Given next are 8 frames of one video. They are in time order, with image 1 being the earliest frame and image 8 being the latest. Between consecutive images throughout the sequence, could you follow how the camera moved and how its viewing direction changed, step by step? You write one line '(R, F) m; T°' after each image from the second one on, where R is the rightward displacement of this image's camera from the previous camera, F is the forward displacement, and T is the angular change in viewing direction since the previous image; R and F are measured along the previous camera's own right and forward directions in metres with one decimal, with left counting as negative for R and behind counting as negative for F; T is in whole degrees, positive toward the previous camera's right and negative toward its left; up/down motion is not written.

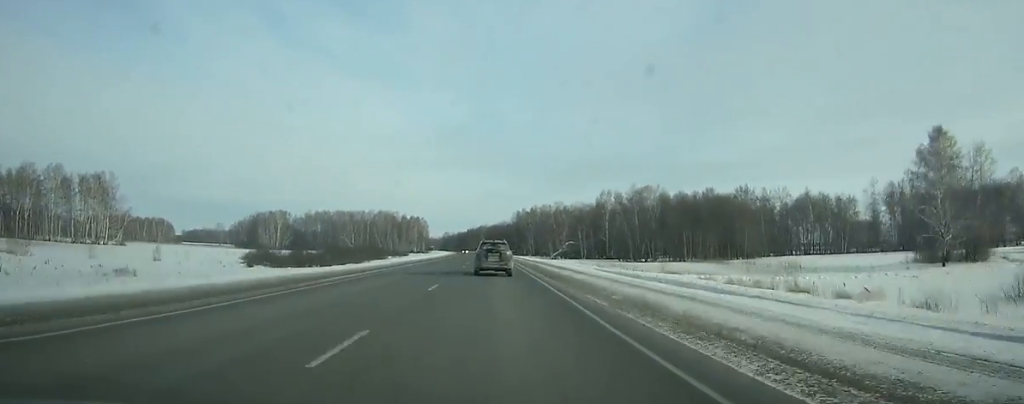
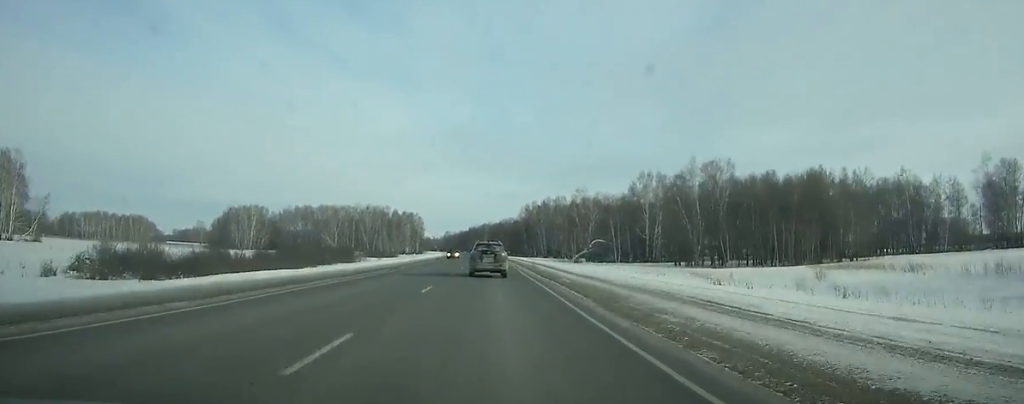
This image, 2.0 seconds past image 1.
(-0.4, +49.5) m; -1°
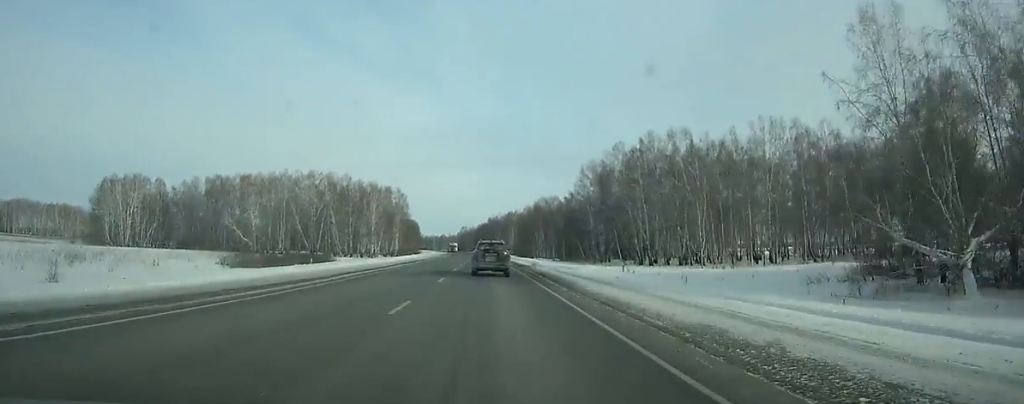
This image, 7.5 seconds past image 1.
(-2.6, +137.9) m; -1°
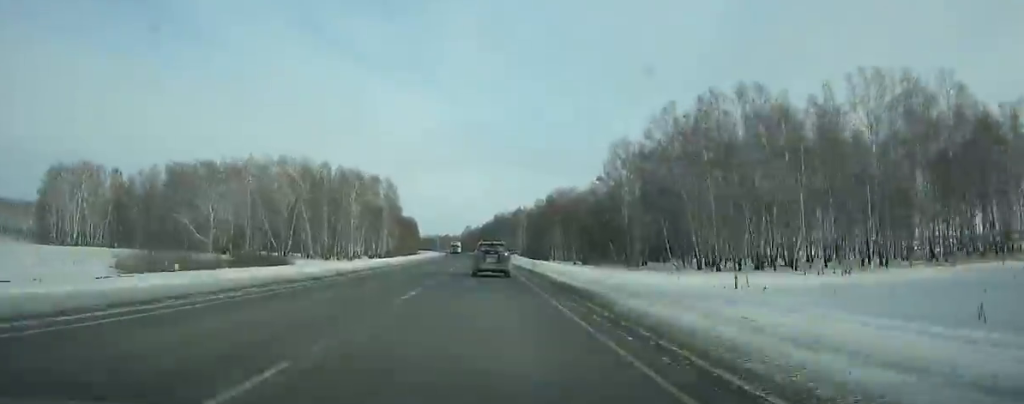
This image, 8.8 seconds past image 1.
(0.0, +32.9) m; -1°
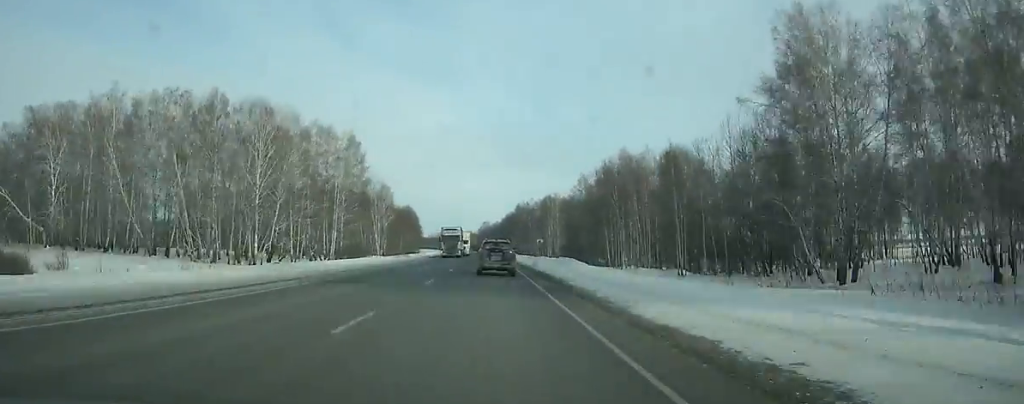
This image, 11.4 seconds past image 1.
(-0.6, +65.7) m; -2°
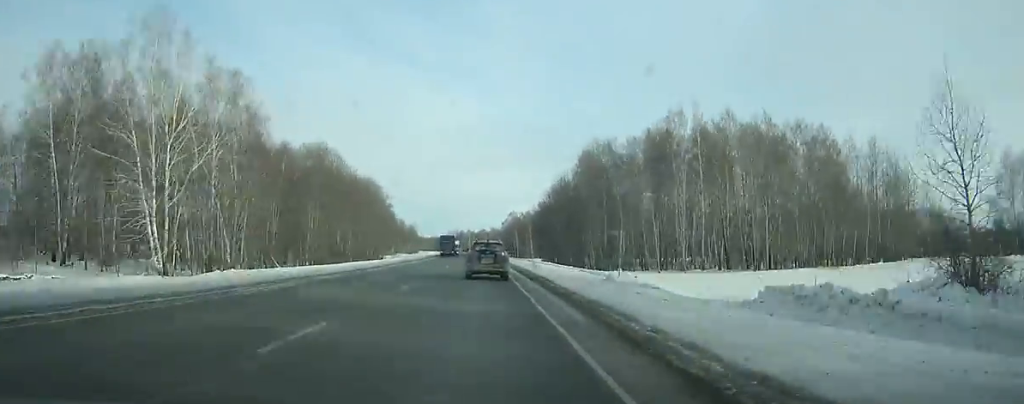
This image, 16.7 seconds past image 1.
(-4.4, +132.8) m; -3°
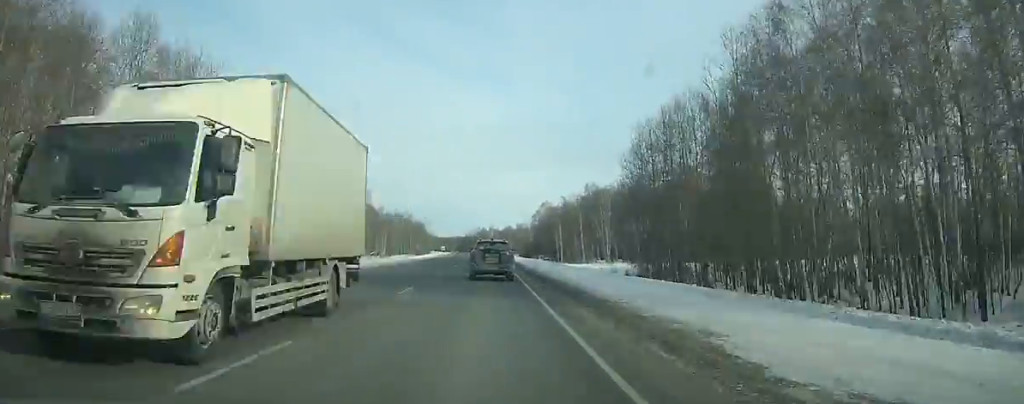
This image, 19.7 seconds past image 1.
(-1.1, +73.6) m; -2°
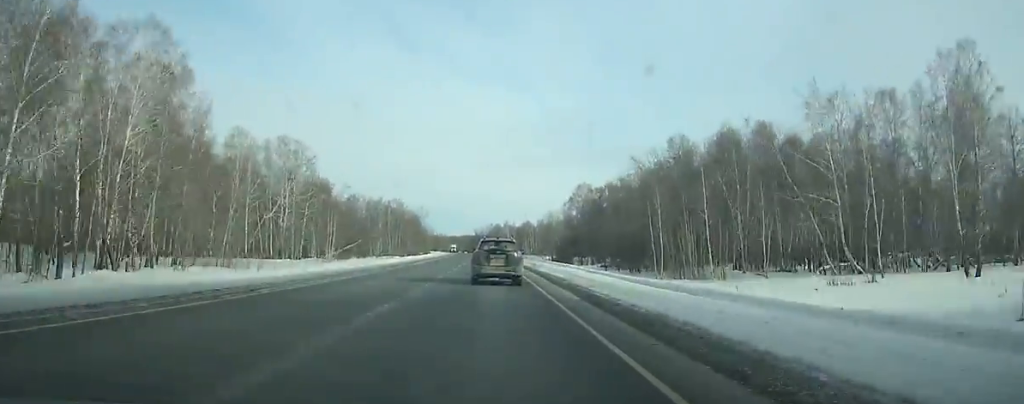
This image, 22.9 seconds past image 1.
(-1.1, +76.4) m; -1°
